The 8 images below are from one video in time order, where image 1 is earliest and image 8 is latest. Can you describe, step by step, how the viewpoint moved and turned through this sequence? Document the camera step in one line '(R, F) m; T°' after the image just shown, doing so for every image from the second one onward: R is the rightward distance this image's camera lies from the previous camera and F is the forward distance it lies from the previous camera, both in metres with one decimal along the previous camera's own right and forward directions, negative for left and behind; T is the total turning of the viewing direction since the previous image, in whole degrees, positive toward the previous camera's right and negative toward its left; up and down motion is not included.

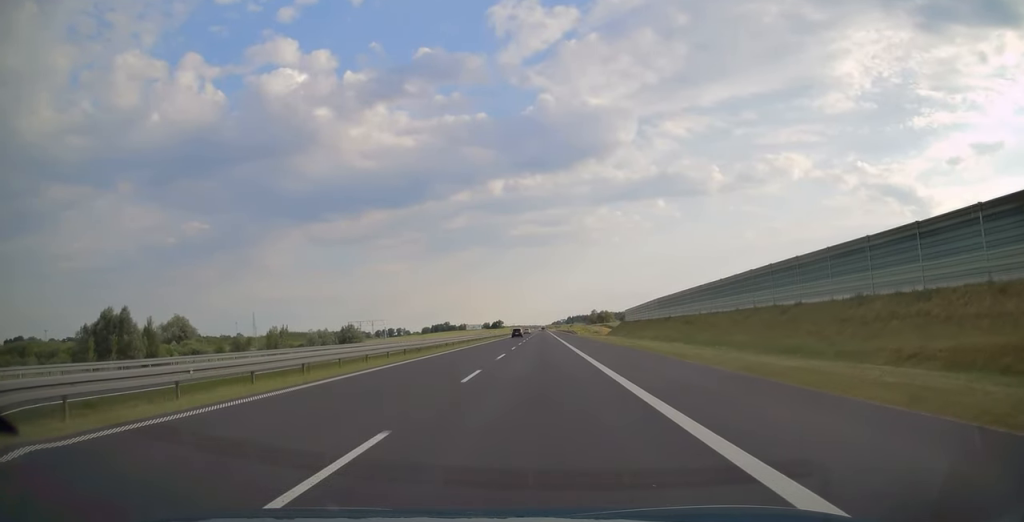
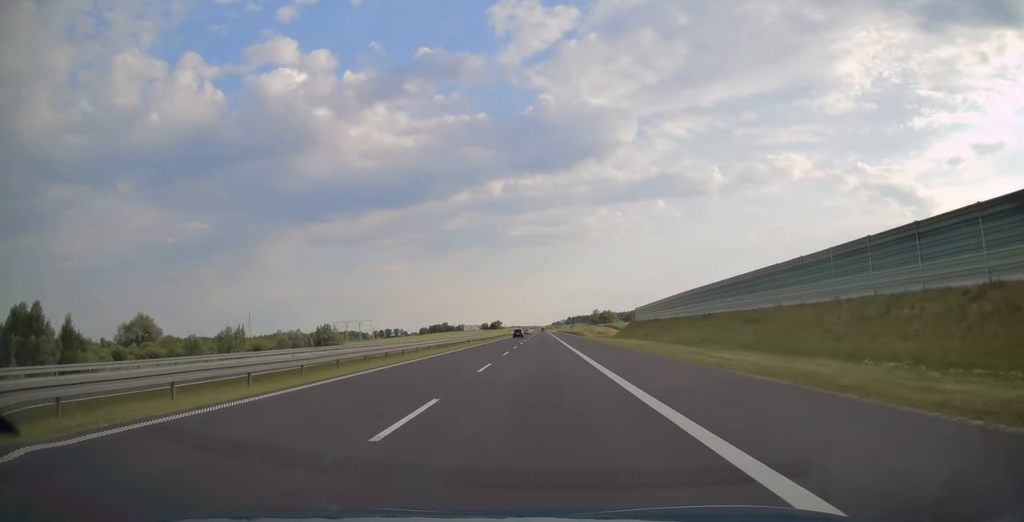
(0.0, +20.2) m; 0°
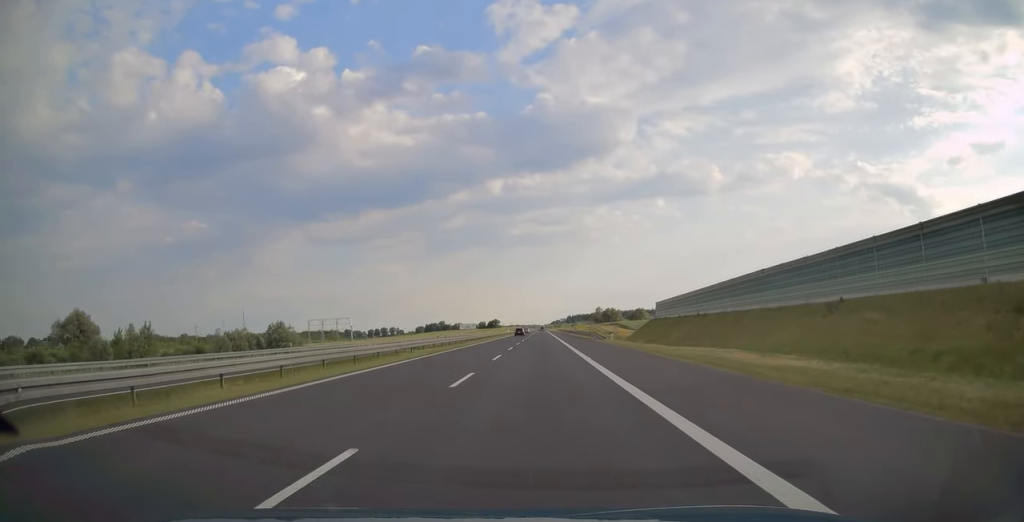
(+0.1, +29.4) m; 0°
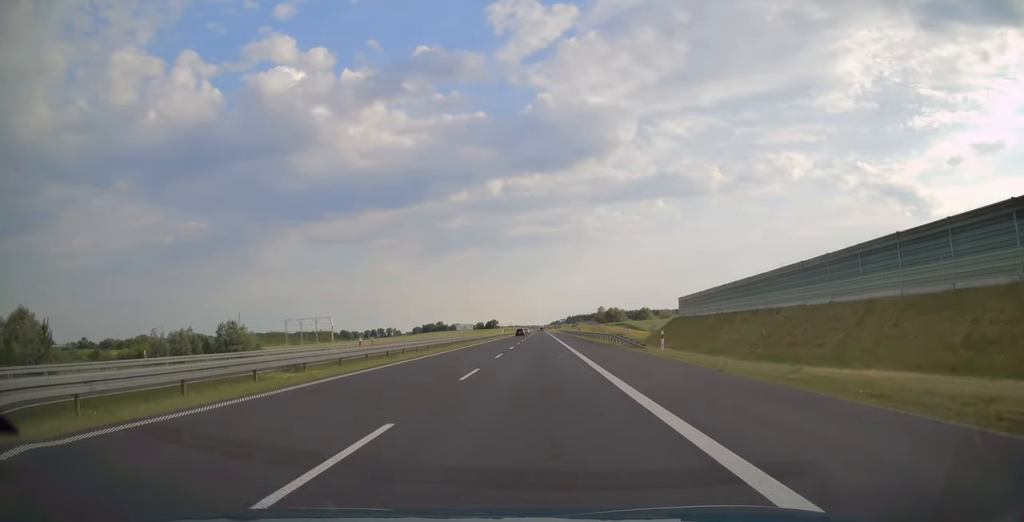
(0.0, +21.8) m; 0°
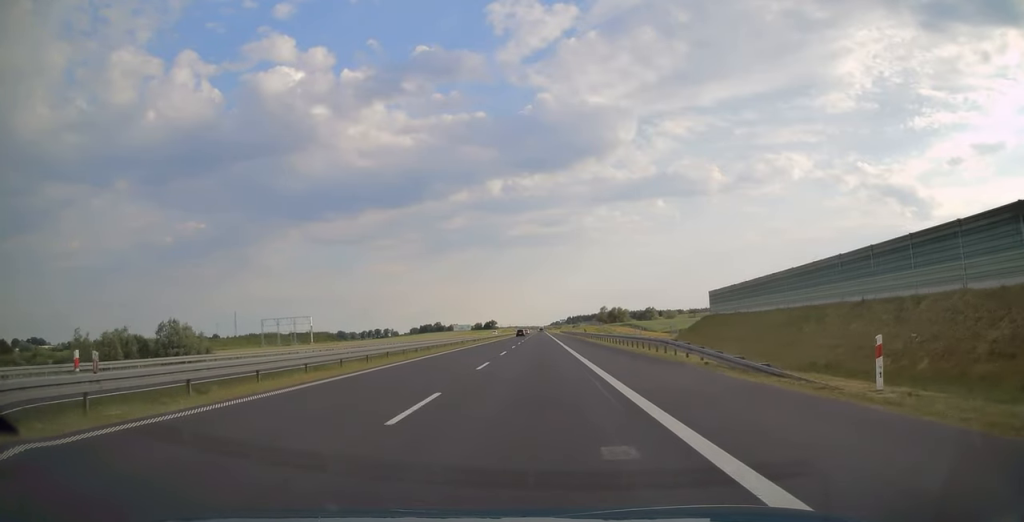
(-0.1, +19.6) m; 0°
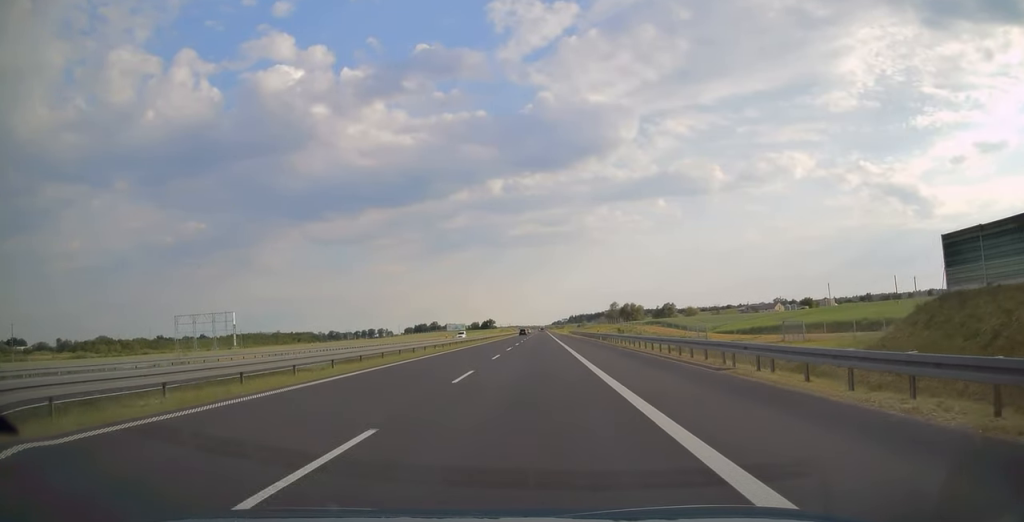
(+0.2, +52.9) m; 0°
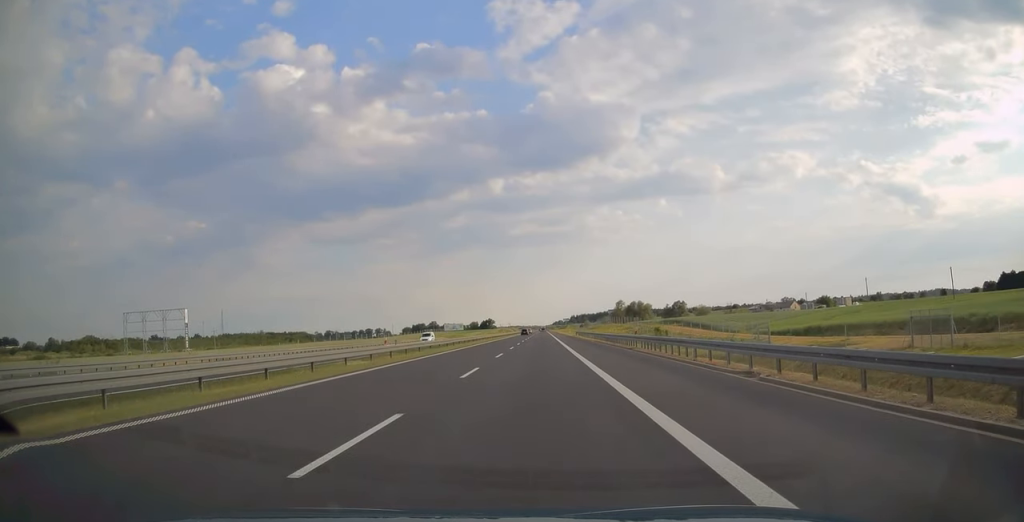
(-0.1, +22.3) m; 0°
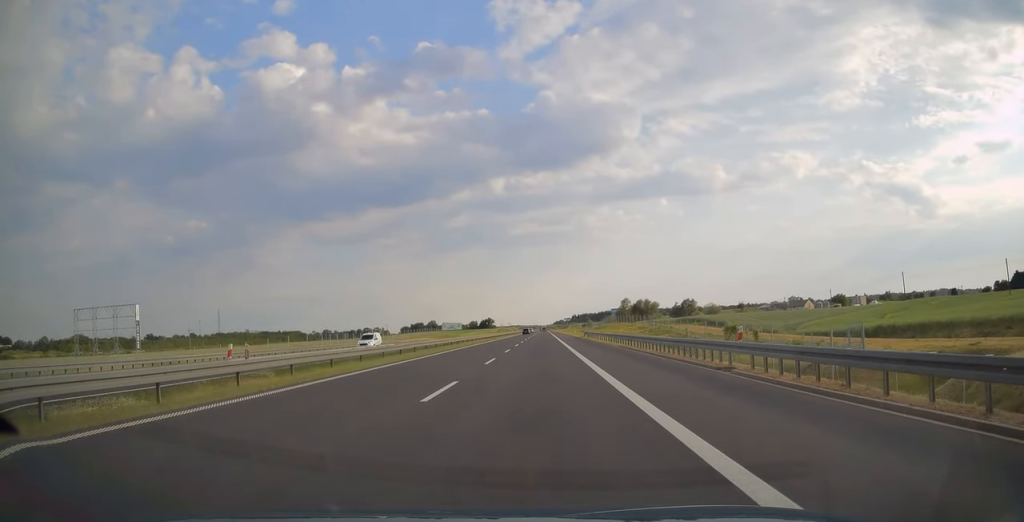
(0.0, +17.9) m; 0°
